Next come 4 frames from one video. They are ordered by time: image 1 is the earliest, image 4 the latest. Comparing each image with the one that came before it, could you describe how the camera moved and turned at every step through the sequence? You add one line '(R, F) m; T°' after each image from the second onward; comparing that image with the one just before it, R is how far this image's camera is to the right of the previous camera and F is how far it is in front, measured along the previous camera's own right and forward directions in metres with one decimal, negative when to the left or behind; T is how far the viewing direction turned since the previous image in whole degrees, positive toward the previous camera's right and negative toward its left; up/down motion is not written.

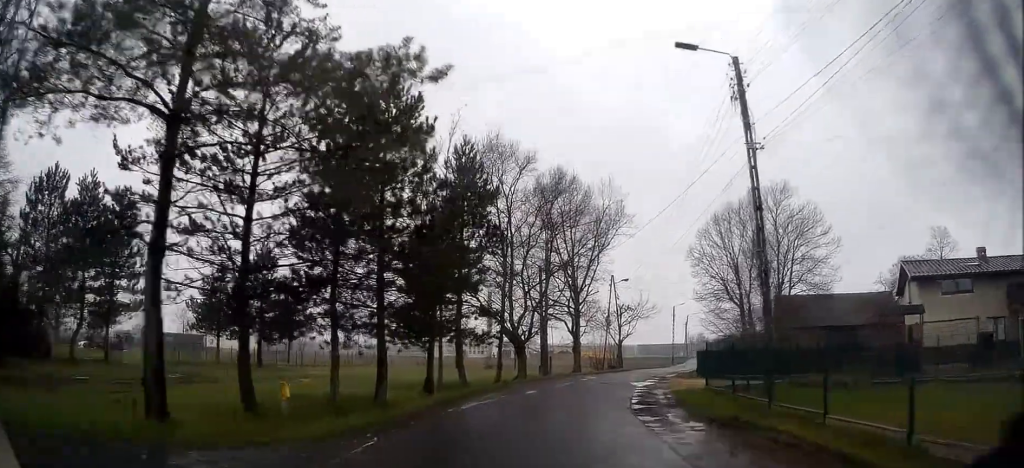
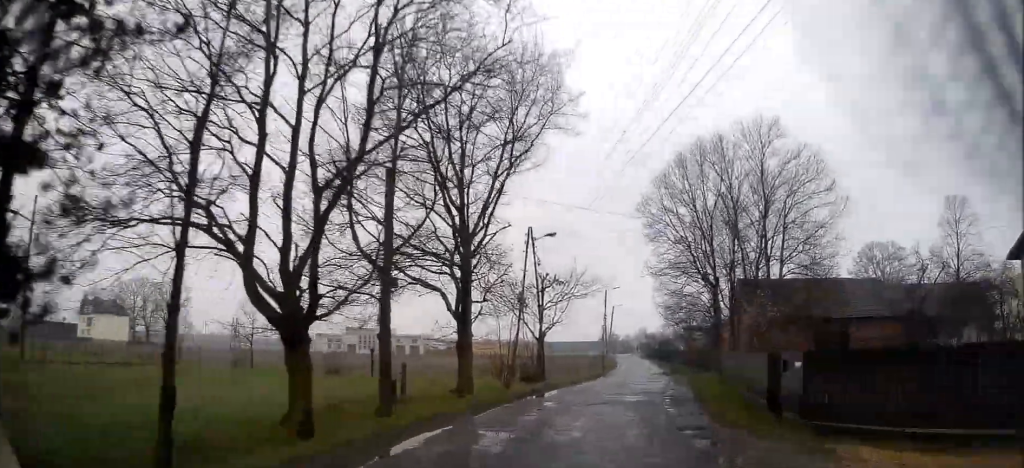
(+1.3, +21.2) m; +9°
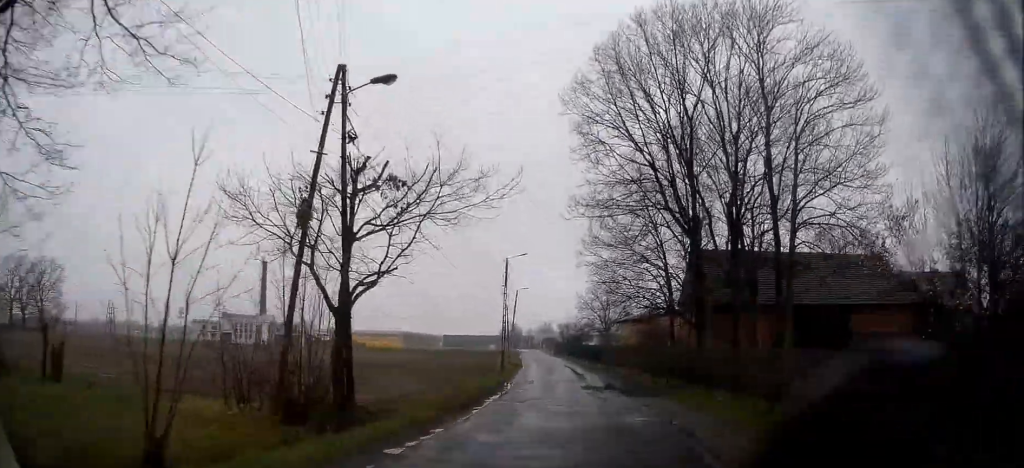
(+1.1, +18.5) m; +8°
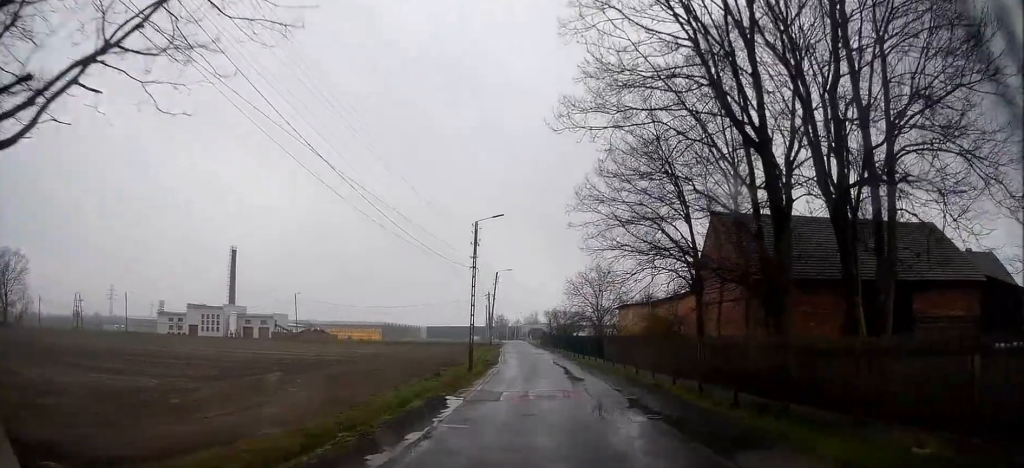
(+0.5, +9.6) m; +3°
